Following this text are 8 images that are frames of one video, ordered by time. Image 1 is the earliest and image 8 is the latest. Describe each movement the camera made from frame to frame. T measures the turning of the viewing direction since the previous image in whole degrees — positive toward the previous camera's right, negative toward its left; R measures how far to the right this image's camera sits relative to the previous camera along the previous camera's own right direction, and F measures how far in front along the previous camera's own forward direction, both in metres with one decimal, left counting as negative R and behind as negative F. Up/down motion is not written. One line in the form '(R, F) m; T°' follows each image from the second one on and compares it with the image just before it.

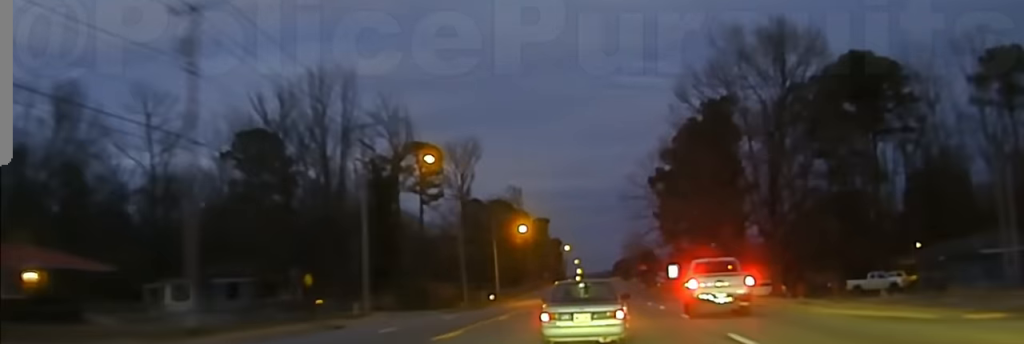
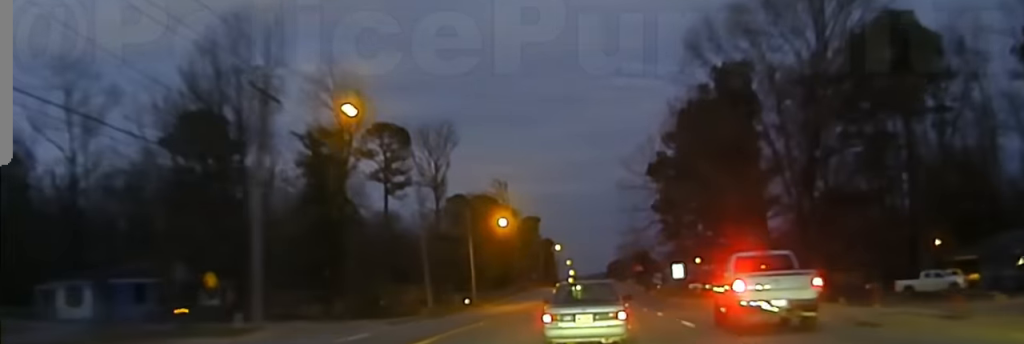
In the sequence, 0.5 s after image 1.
(+0.1, +16.4) m; 0°
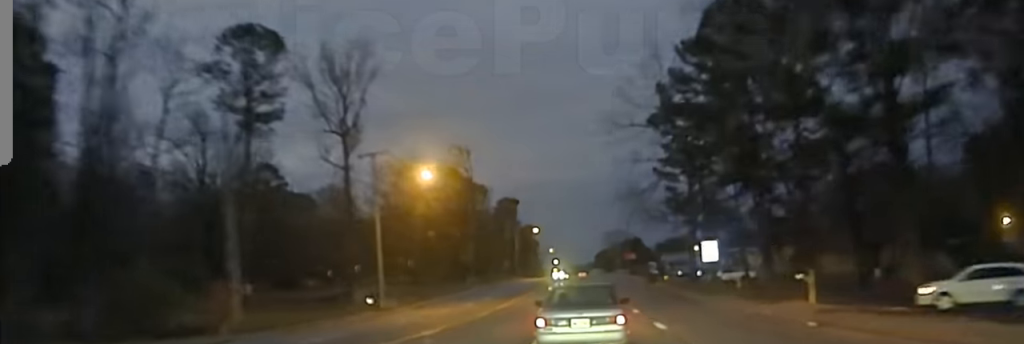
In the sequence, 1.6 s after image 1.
(+0.2, +33.4) m; +1°
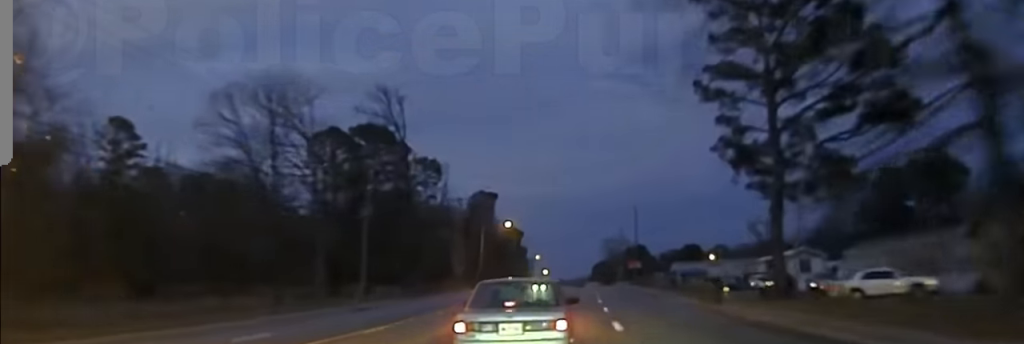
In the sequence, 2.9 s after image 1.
(+0.2, +41.9) m; +1°
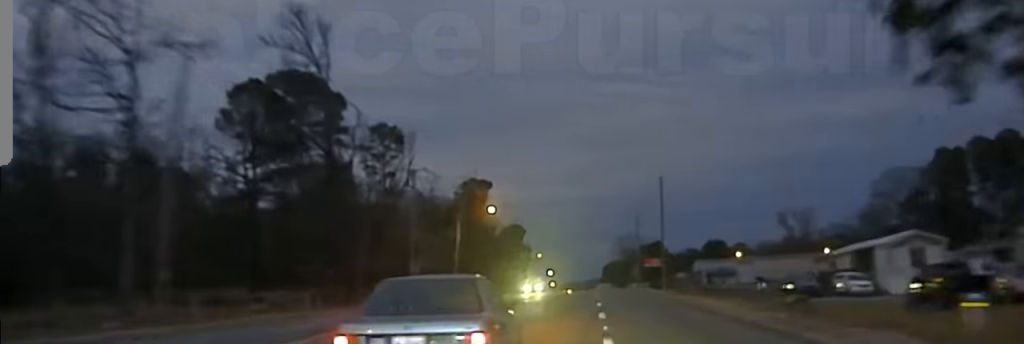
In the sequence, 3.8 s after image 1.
(+0.2, +28.7) m; 0°
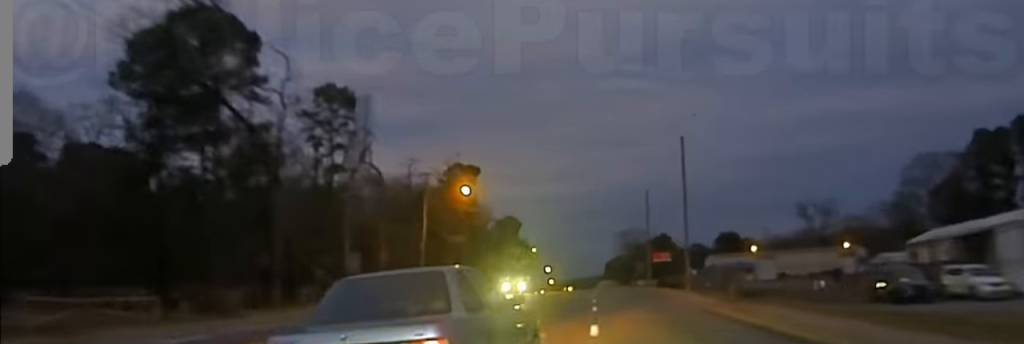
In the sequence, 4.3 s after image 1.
(0.0, +19.2) m; 0°
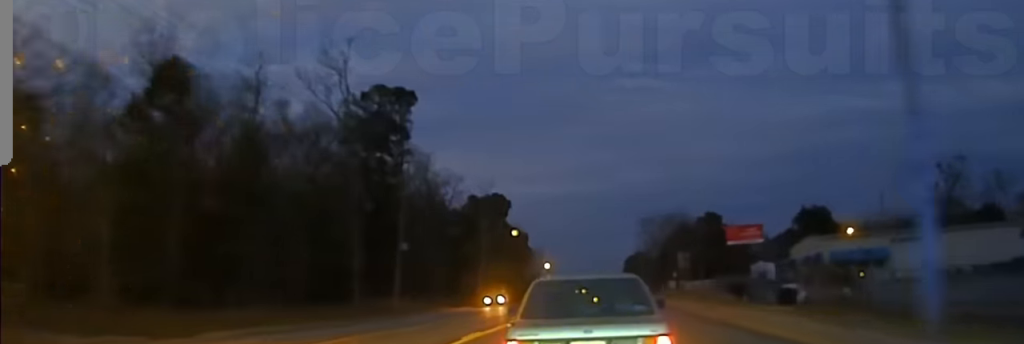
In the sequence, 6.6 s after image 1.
(-1.1, +83.8) m; -1°
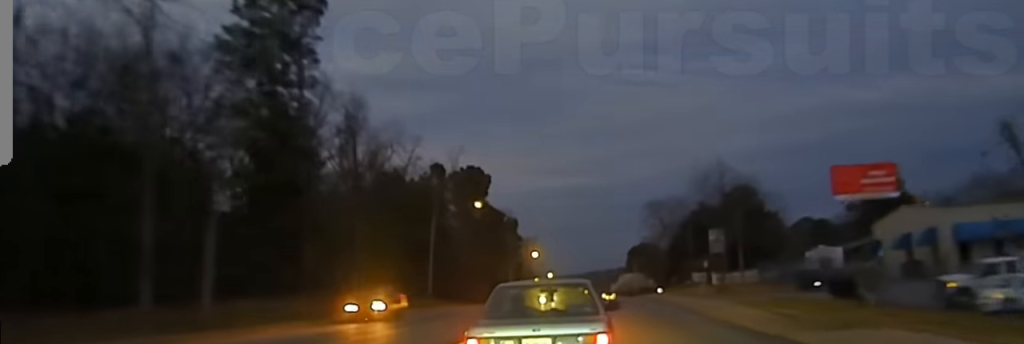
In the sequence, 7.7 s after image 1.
(-0.2, +38.2) m; 0°
